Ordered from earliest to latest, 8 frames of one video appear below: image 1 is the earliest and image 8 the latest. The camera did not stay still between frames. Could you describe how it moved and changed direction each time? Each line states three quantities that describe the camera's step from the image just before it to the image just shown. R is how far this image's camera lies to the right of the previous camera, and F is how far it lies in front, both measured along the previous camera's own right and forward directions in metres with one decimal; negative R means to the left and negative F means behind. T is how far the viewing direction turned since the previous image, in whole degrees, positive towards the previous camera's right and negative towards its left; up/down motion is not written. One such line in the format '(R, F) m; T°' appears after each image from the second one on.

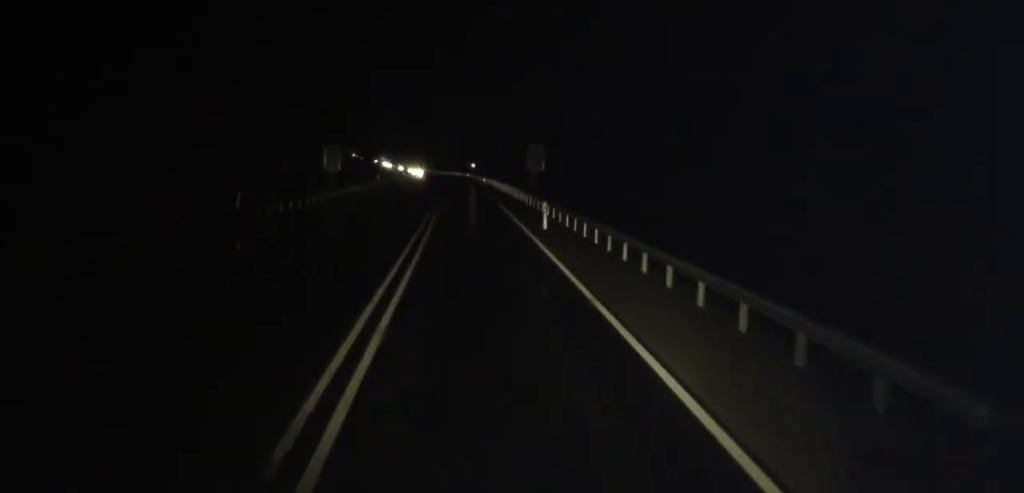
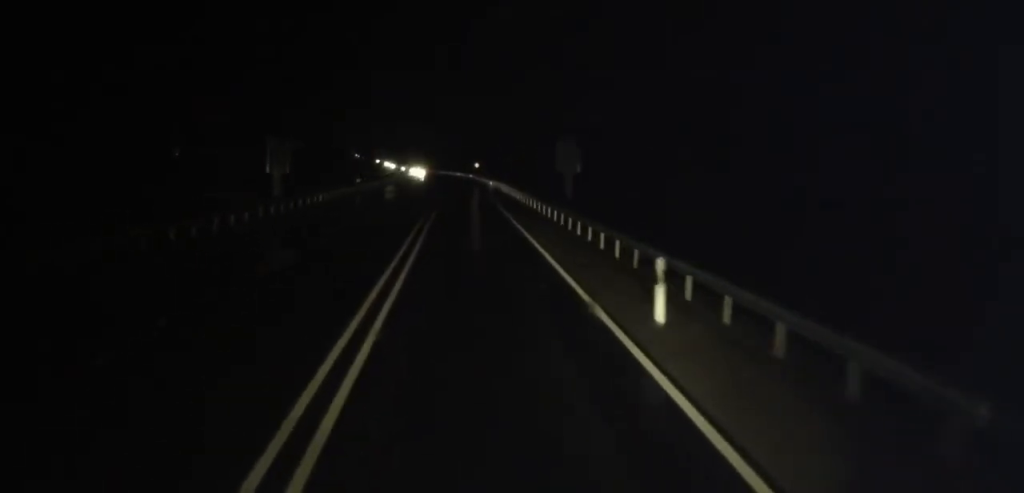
(+0.1, +15.4) m; -1°
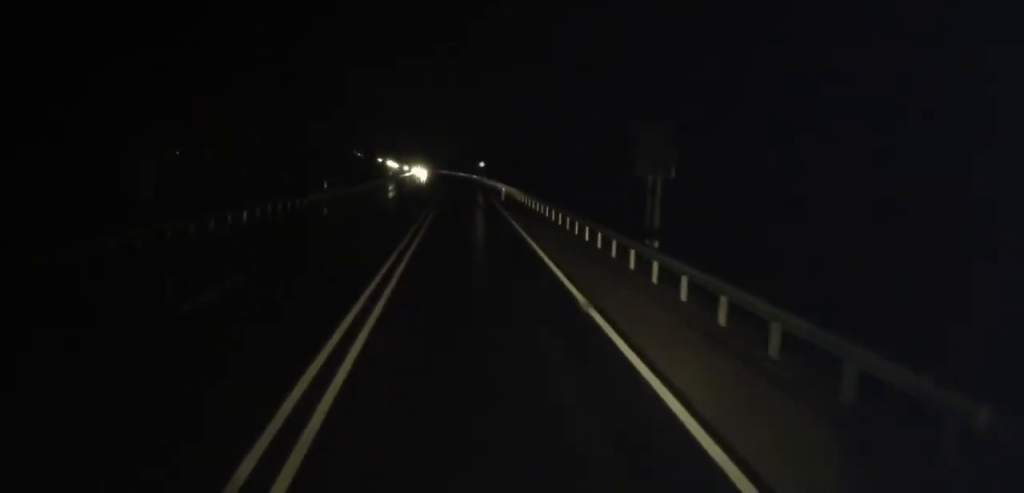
(-0.3, +16.0) m; -1°
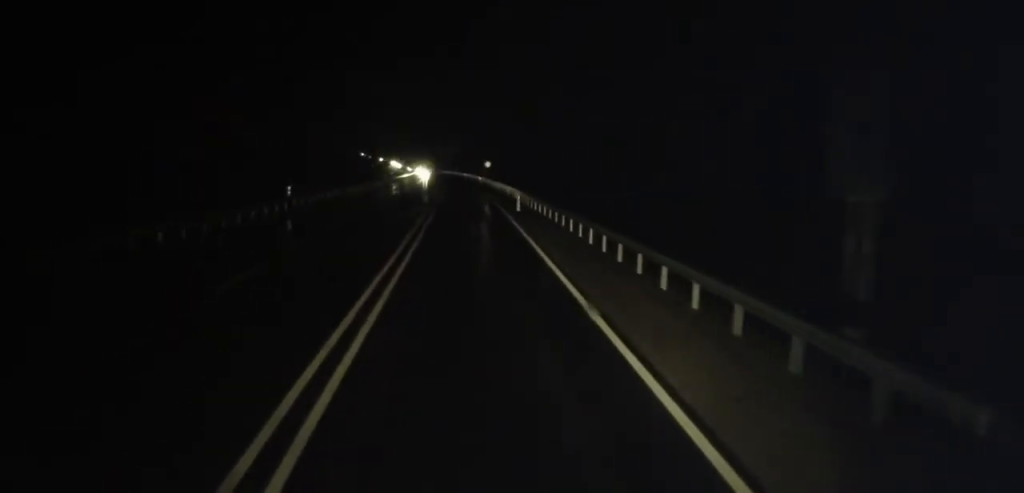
(-0.2, +10.7) m; 0°
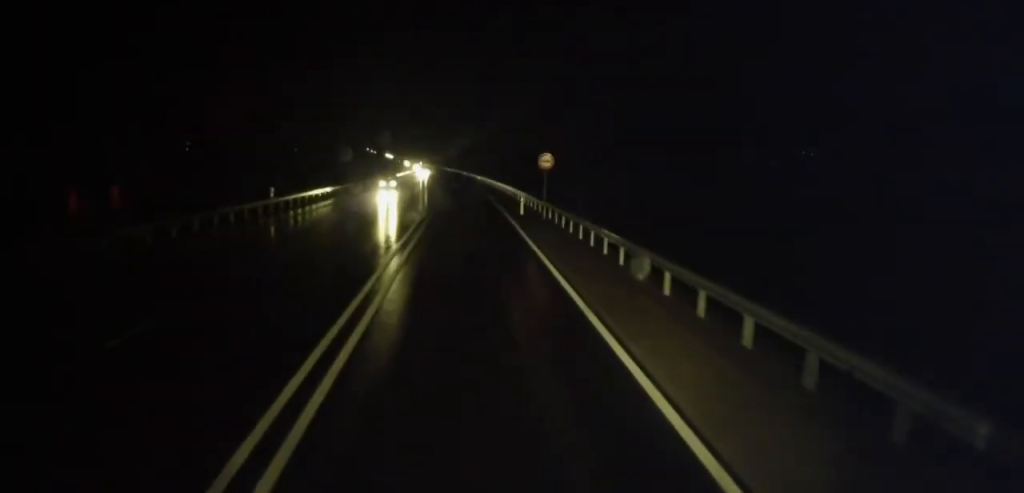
(+0.8, +54.3) m; -1°
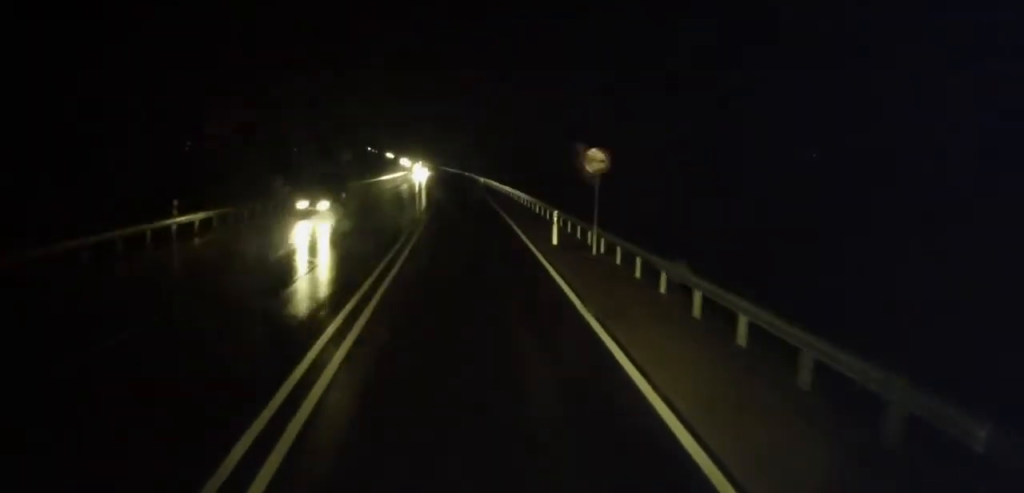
(-0.2, +11.9) m; -1°
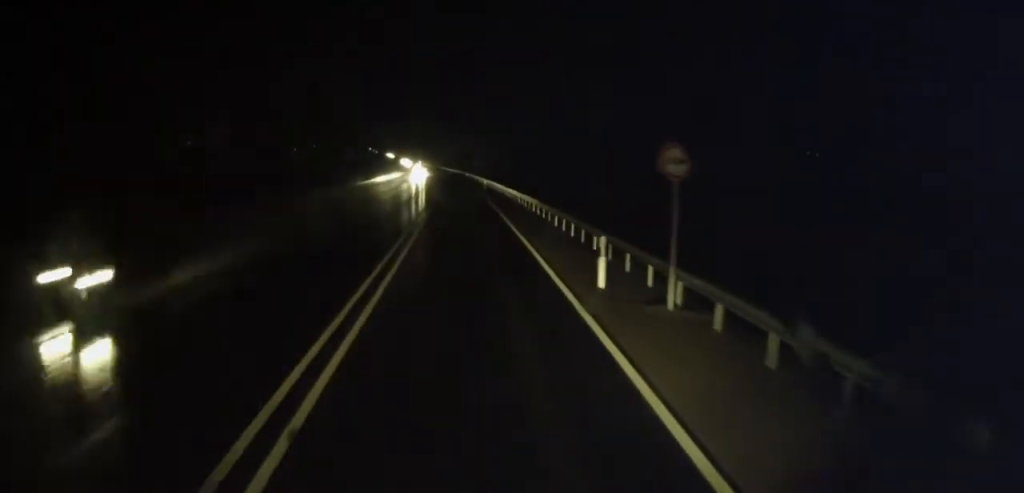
(0.0, +7.2) m; 0°
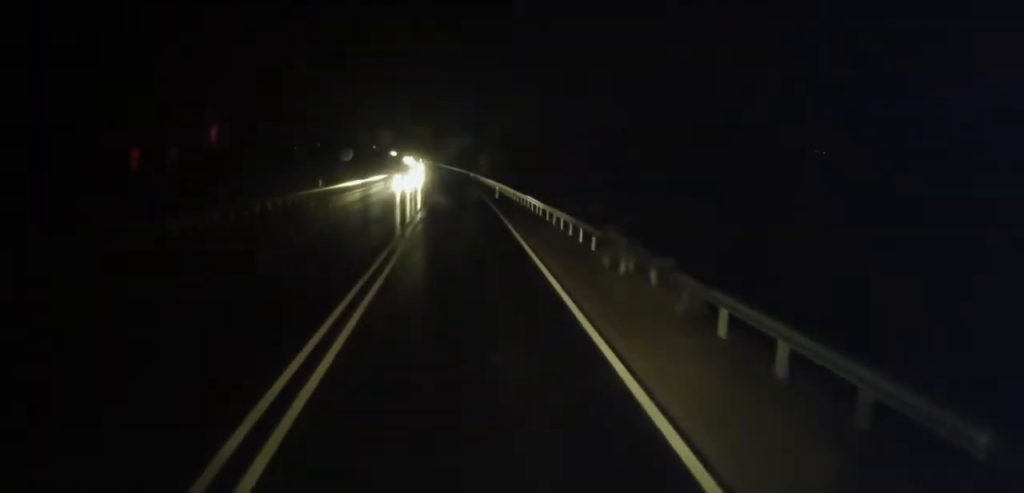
(0.0, +18.5) m; 0°
